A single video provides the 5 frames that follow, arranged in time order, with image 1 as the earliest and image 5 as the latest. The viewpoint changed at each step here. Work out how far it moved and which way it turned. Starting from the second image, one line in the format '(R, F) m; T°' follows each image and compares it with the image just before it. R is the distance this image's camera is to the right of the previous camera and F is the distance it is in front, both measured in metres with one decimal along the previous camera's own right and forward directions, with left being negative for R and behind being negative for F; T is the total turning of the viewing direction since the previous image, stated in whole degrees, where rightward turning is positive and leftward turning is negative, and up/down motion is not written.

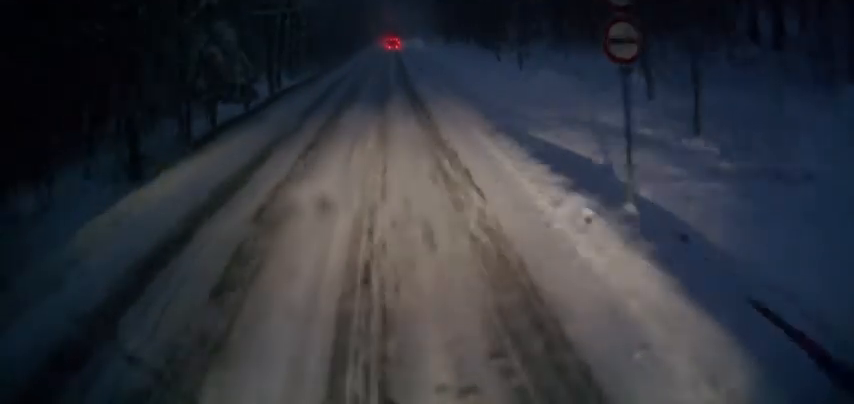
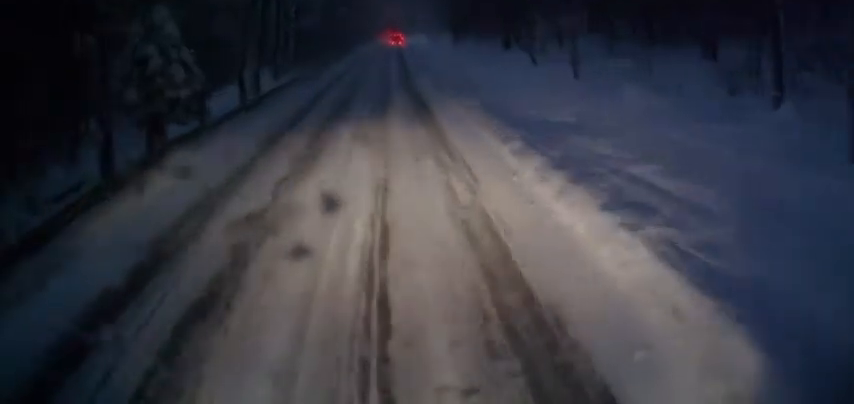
(-0.4, +9.3) m; -2°
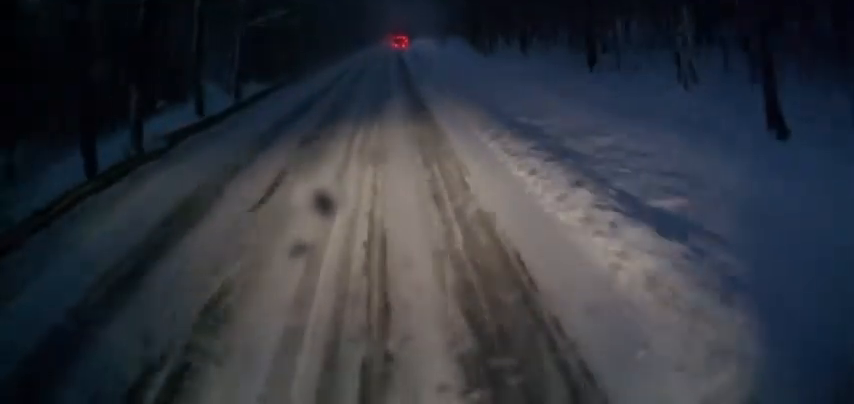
(-0.3, +19.3) m; -2°
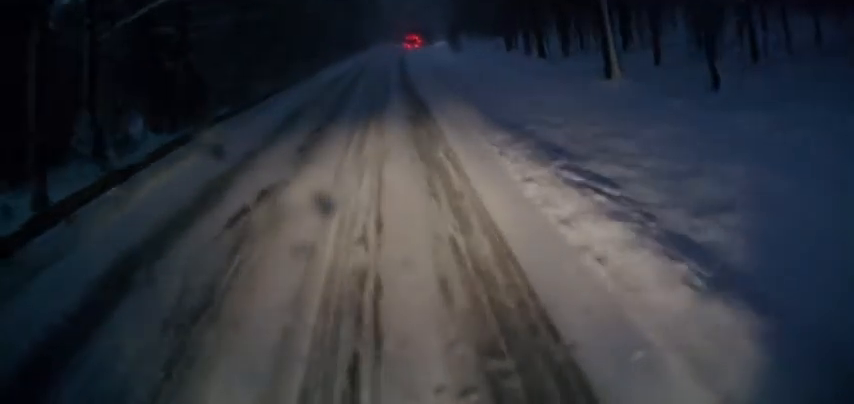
(-0.7, +22.4) m; -2°
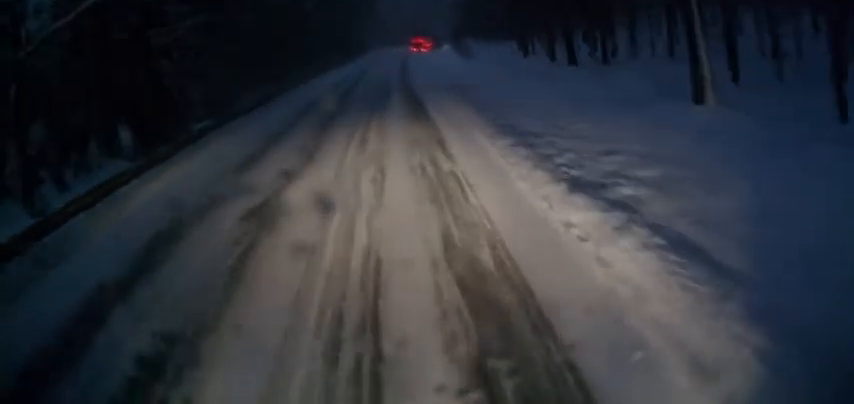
(0.0, +5.4) m; +1°
